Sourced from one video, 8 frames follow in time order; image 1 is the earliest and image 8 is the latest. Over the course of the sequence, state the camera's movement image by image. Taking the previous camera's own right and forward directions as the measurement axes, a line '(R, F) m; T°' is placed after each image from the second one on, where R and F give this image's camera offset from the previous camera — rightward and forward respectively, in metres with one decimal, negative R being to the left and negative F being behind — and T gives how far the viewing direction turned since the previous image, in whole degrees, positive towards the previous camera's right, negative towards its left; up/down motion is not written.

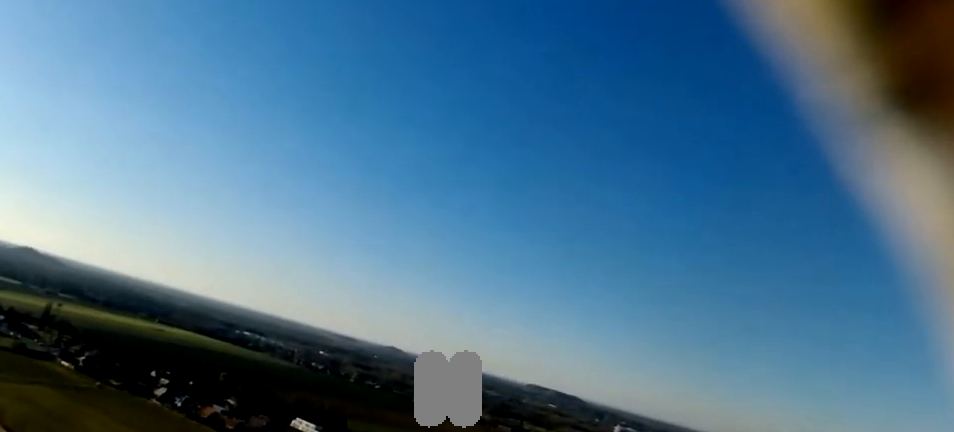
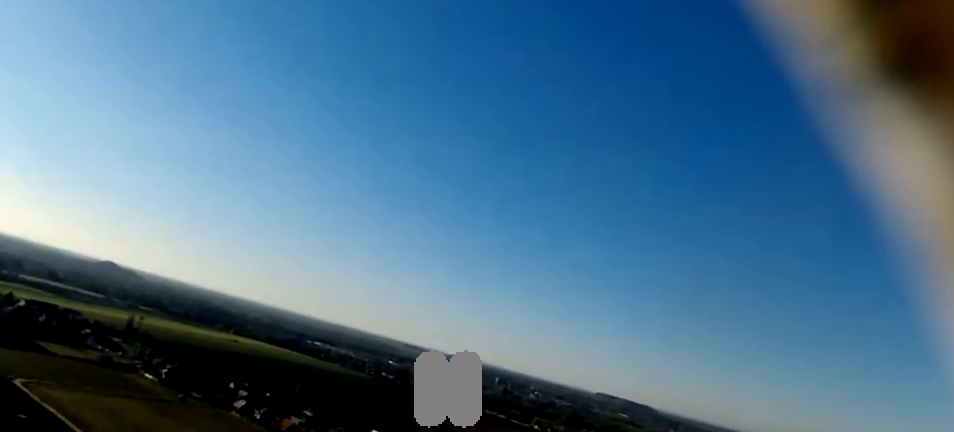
(-0.2, +10.2) m; -3°
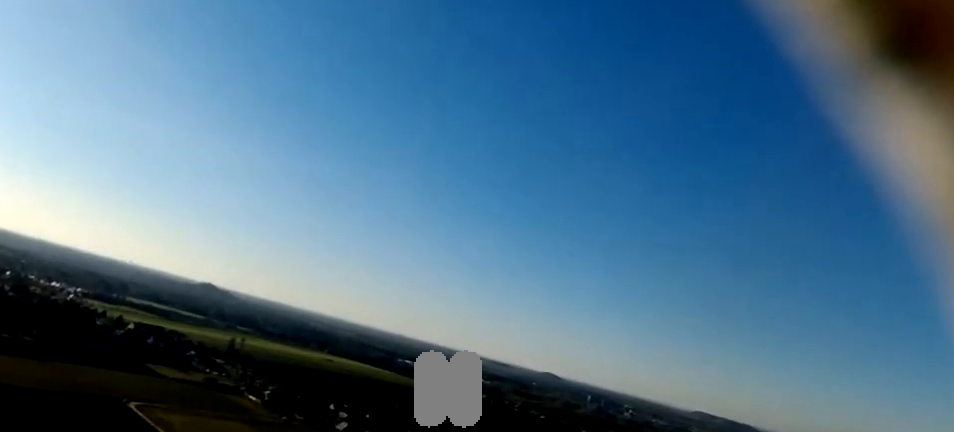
(-0.4, +12.9) m; -6°
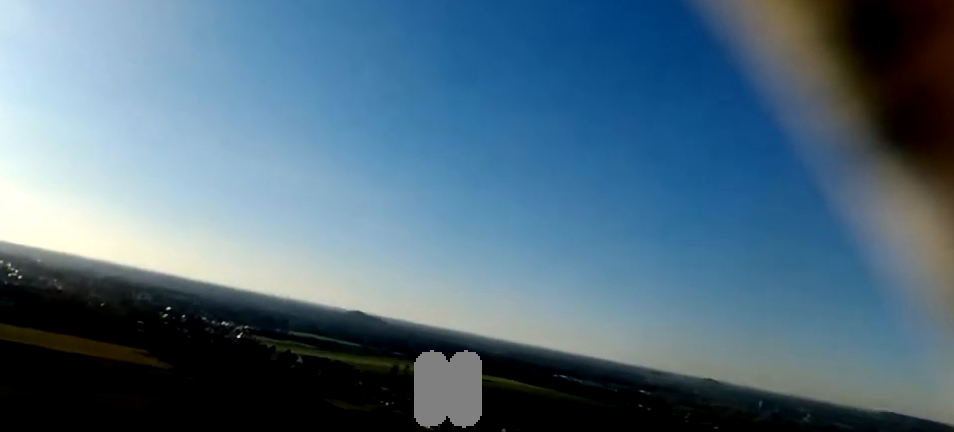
(-2.3, +21.5) m; -9°
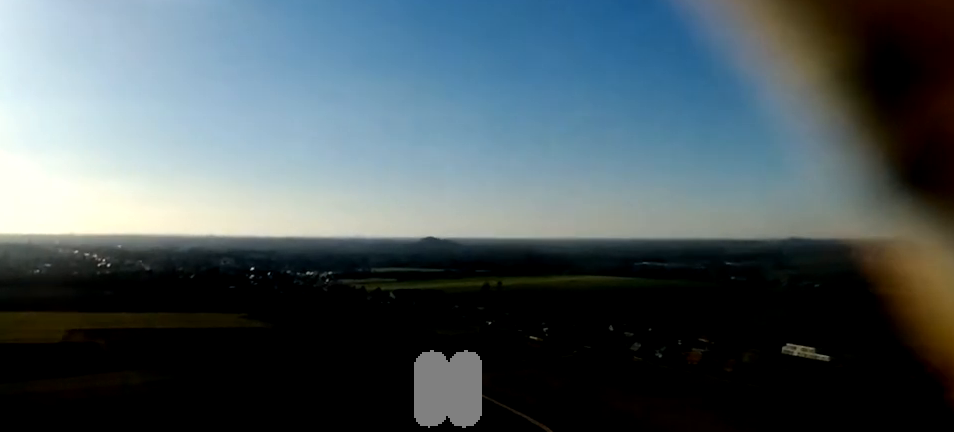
(-0.1, +23.9) m; +1°
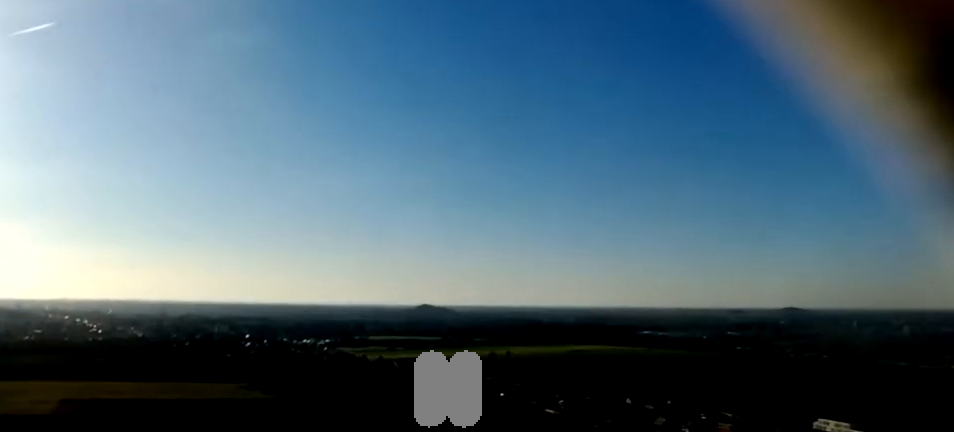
(+0.5, +22.1) m; +3°
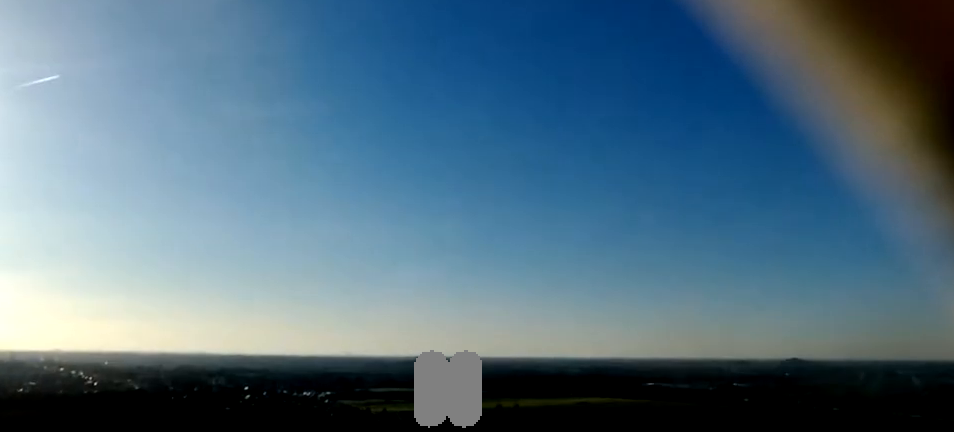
(+0.2, +12.4) m; +1°
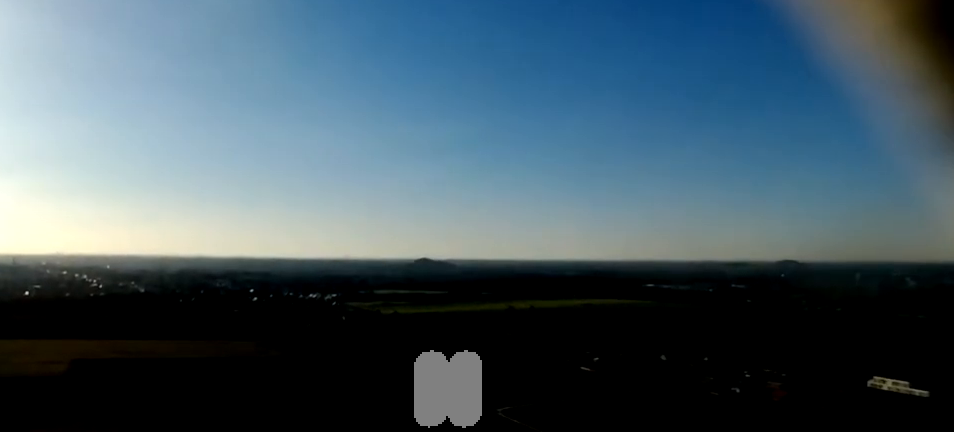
(0.0, +28.9) m; 0°
